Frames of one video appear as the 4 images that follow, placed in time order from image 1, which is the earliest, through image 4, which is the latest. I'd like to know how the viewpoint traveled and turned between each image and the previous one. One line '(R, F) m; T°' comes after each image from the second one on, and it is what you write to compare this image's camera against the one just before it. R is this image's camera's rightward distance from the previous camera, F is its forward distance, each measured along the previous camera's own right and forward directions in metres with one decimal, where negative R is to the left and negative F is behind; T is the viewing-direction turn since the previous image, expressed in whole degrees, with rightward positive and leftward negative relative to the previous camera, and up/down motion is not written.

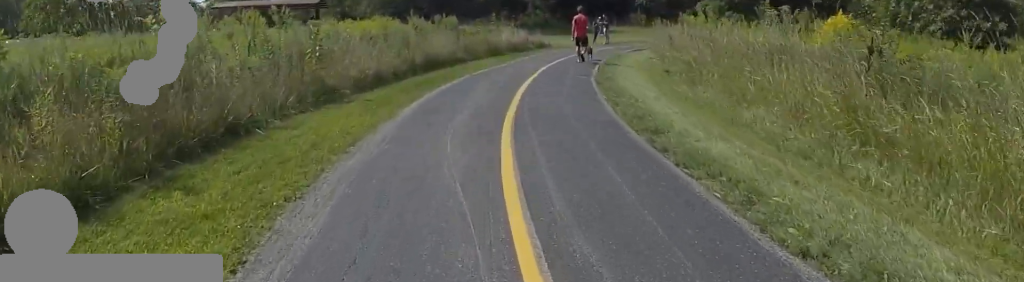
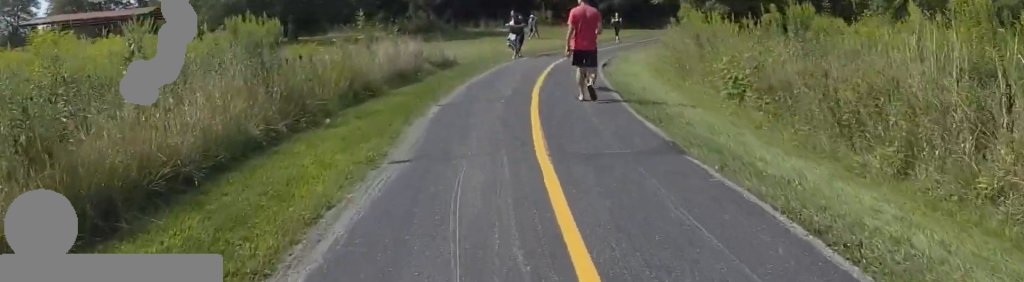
(+0.6, +12.2) m; +11°
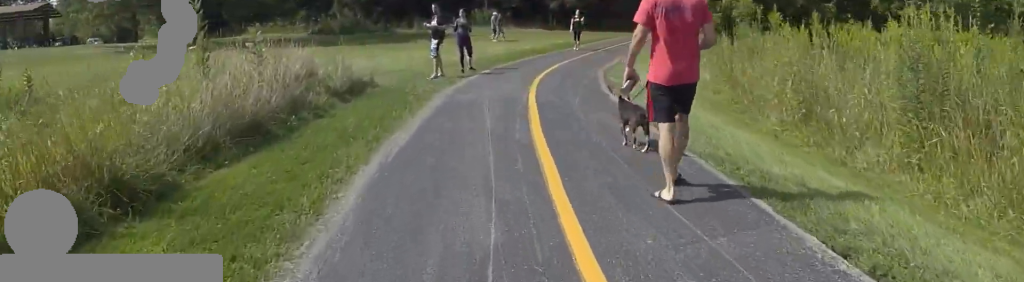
(+0.9, +7.3) m; +10°
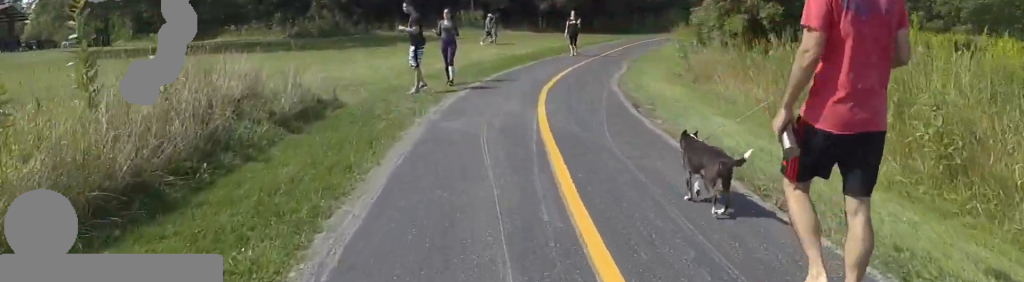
(0.0, +2.7) m; +1°
